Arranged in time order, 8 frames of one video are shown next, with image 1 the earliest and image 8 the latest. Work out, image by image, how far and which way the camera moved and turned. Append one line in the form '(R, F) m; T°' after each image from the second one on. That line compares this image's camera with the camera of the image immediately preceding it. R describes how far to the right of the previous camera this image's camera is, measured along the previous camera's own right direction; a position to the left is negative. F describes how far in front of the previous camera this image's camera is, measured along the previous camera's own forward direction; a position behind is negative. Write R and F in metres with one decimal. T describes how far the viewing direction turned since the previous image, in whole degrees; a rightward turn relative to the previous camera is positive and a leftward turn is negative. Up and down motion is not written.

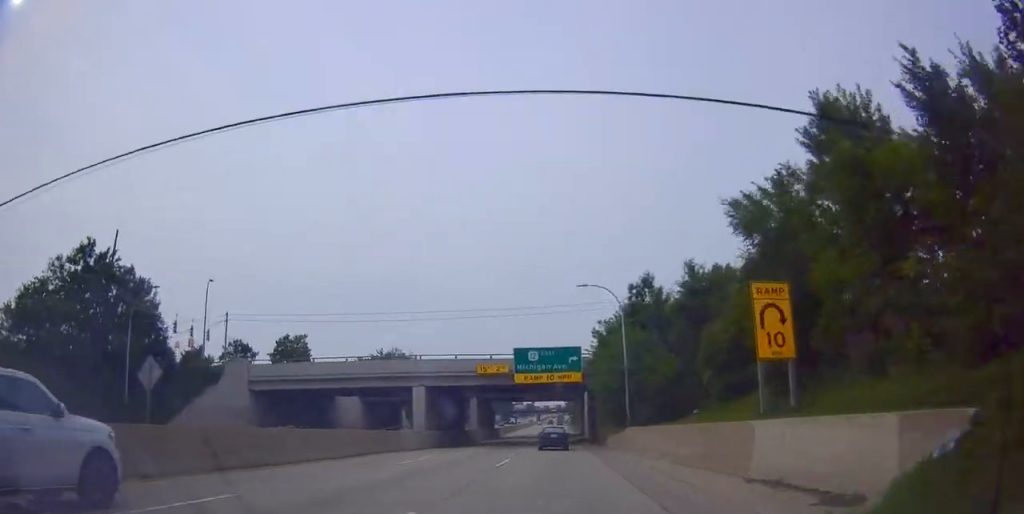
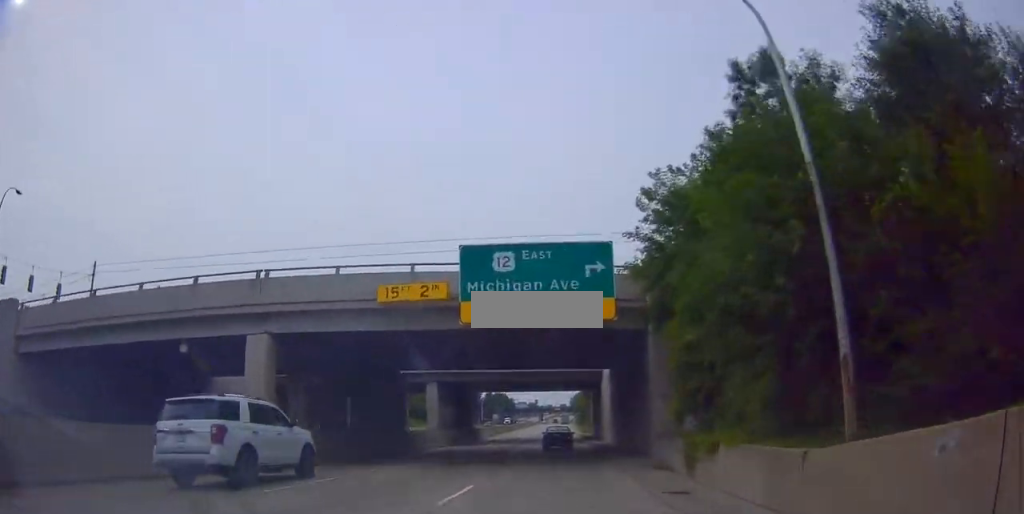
(0.0, +26.5) m; +1°
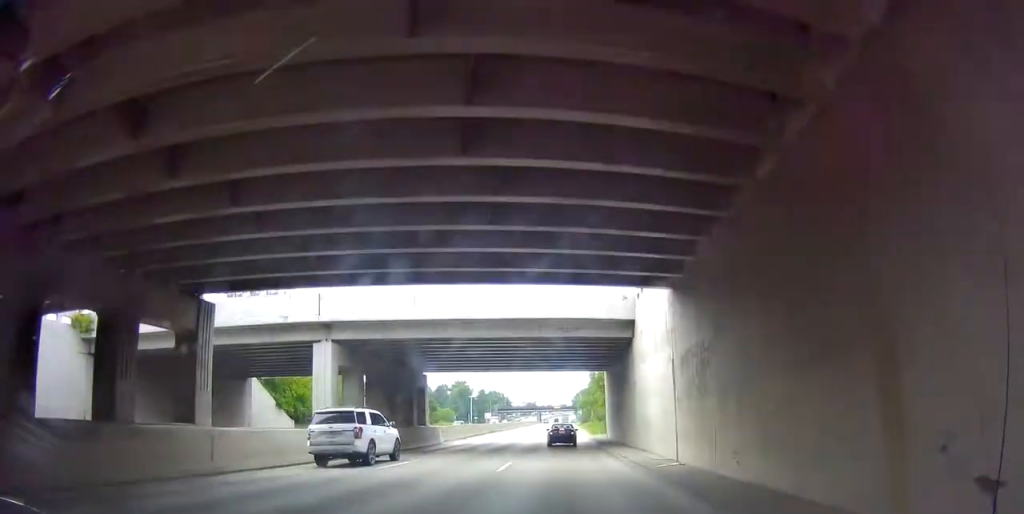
(+0.1, +23.7) m; +1°
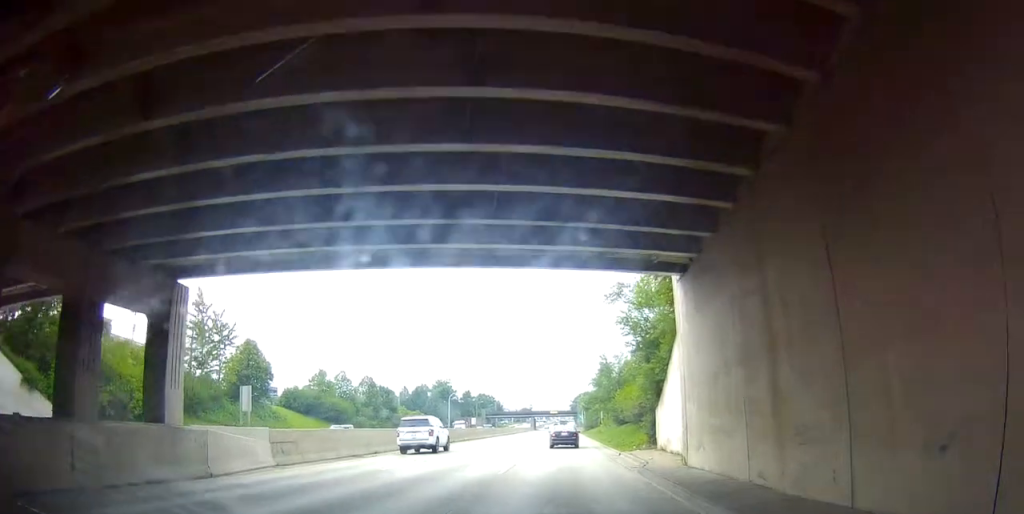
(+0.3, +32.0) m; 0°
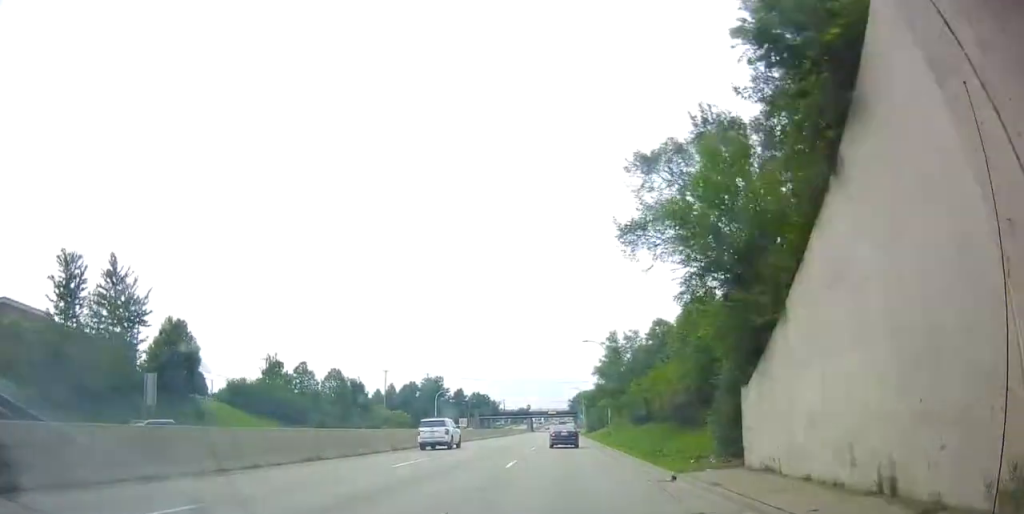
(-0.1, +14.7) m; -1°
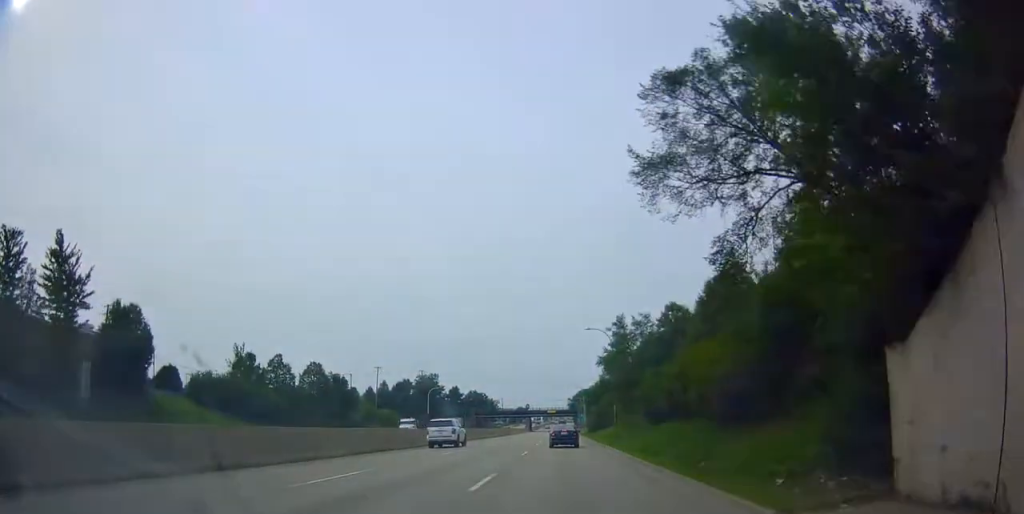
(+0.1, +7.6) m; -1°
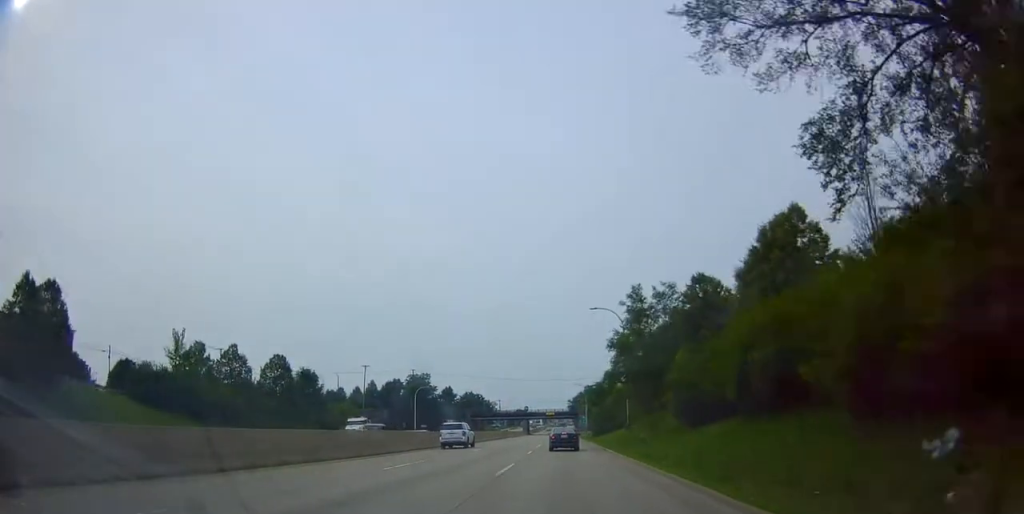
(-0.2, +11.3) m; -1°
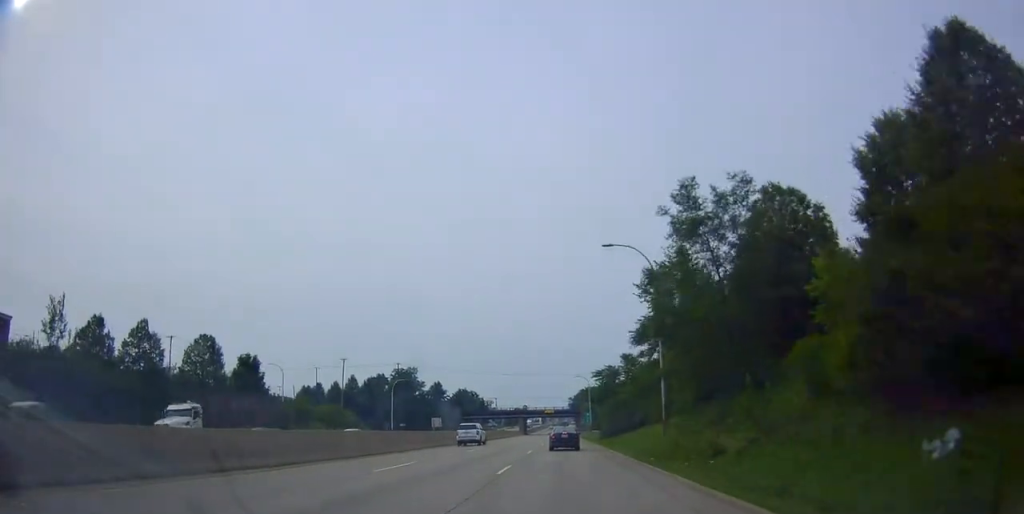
(-0.3, +16.6) m; +1°
